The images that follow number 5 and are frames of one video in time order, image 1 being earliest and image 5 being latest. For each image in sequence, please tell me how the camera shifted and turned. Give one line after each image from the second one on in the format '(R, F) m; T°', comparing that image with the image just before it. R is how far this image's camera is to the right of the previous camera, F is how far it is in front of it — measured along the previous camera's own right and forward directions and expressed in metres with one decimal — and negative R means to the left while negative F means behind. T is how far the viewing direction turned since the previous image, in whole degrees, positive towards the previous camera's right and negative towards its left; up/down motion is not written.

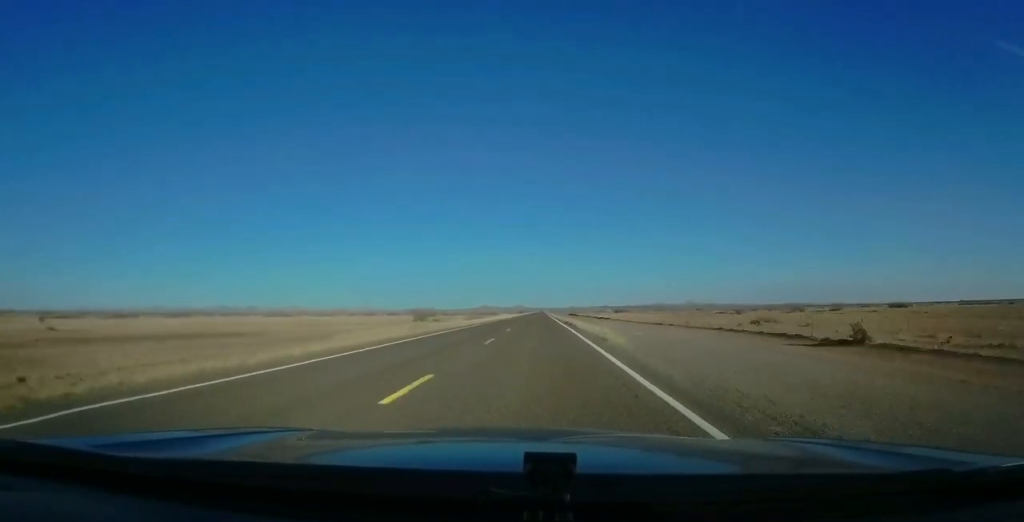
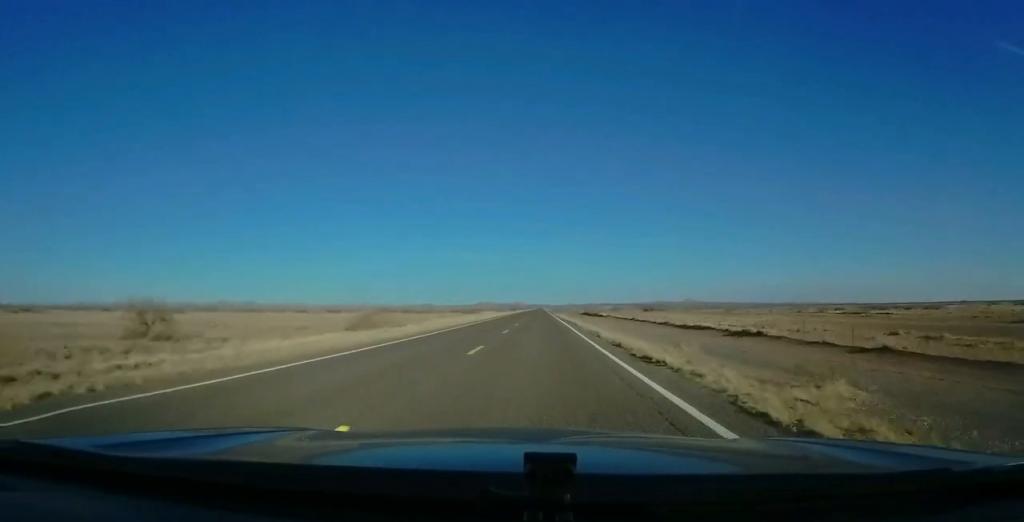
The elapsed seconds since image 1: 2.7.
(+2.1, +78.9) m; +1°
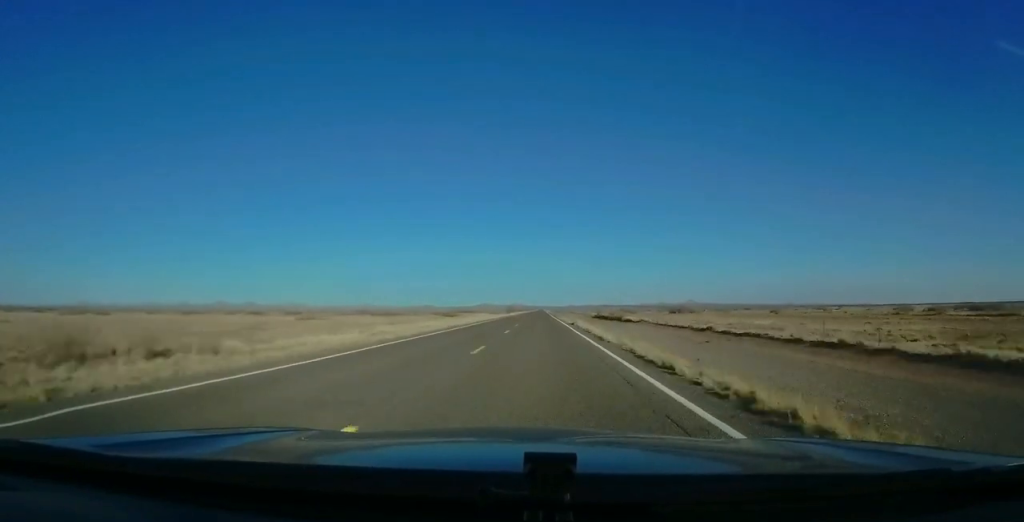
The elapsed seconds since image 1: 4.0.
(+0.1, +36.9) m; 0°
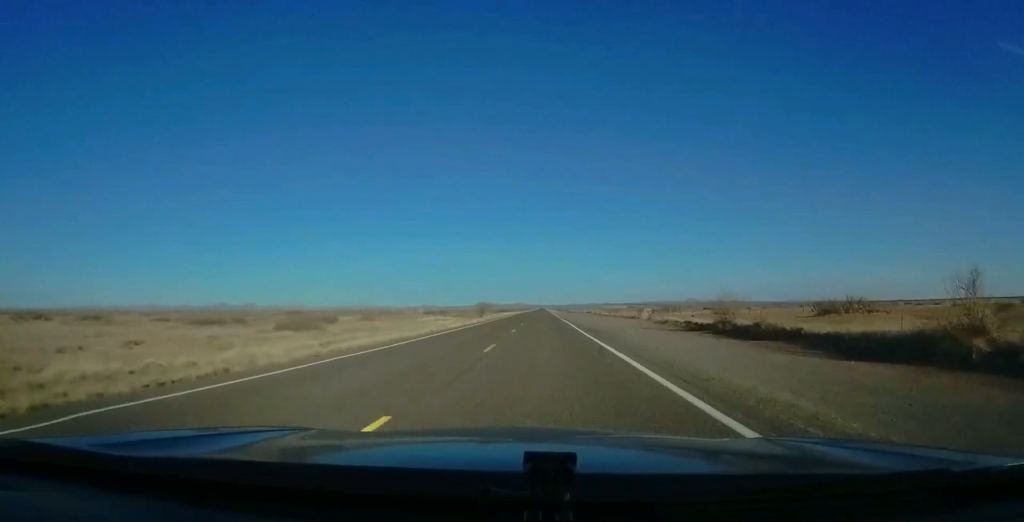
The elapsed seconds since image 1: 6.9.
(-2.3, +85.3) m; -1°
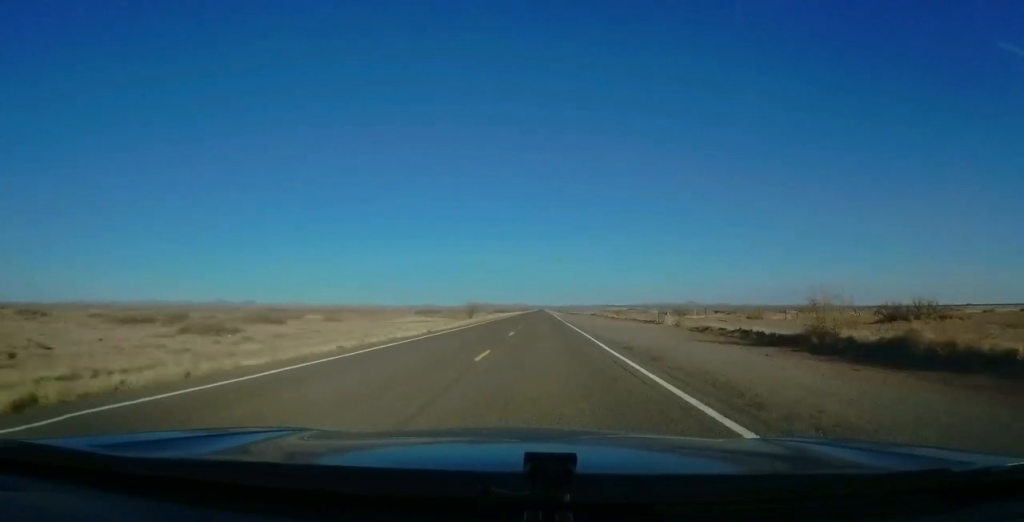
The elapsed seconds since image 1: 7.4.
(+0.1, +14.5) m; 0°
